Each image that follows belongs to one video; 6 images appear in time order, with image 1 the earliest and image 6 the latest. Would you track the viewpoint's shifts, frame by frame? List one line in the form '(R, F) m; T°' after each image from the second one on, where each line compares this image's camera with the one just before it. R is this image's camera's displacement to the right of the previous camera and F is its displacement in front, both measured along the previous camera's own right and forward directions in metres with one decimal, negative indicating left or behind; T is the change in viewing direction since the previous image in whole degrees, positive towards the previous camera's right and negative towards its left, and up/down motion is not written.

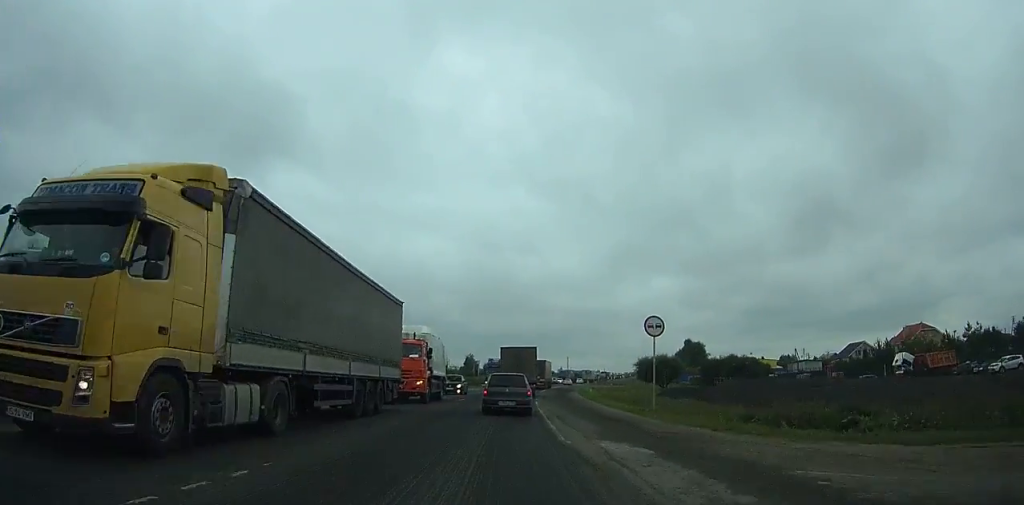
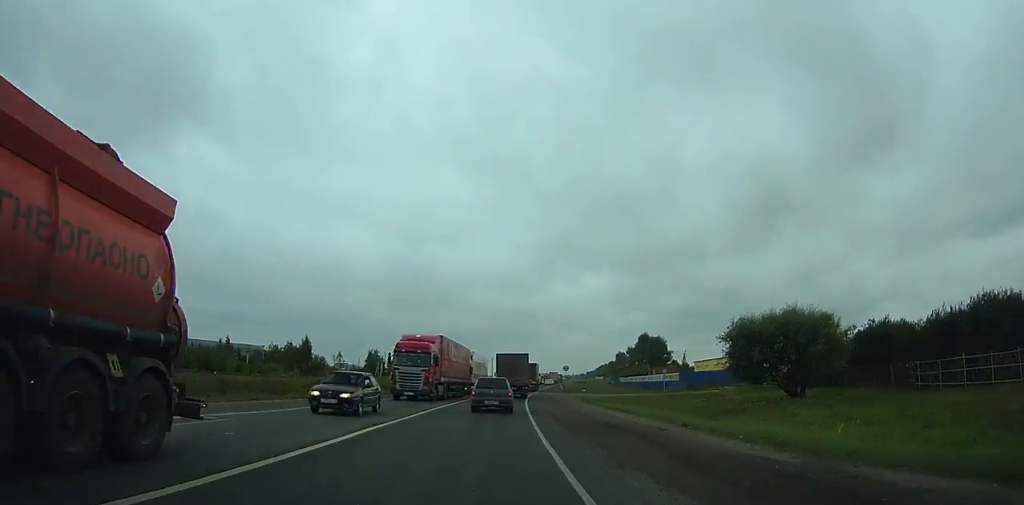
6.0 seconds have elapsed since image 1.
(+4.2, +72.5) m; +7°
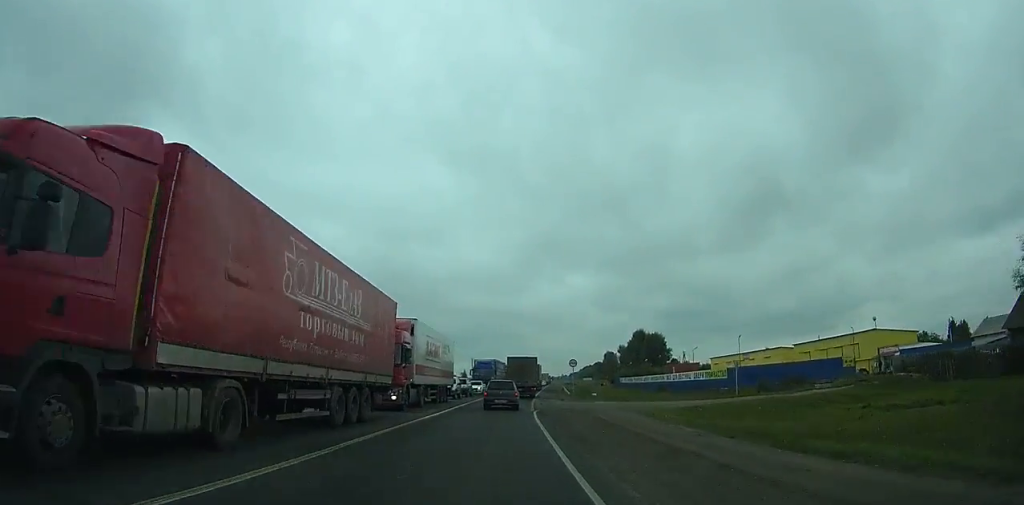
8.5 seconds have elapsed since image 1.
(+0.8, +31.8) m; +3°
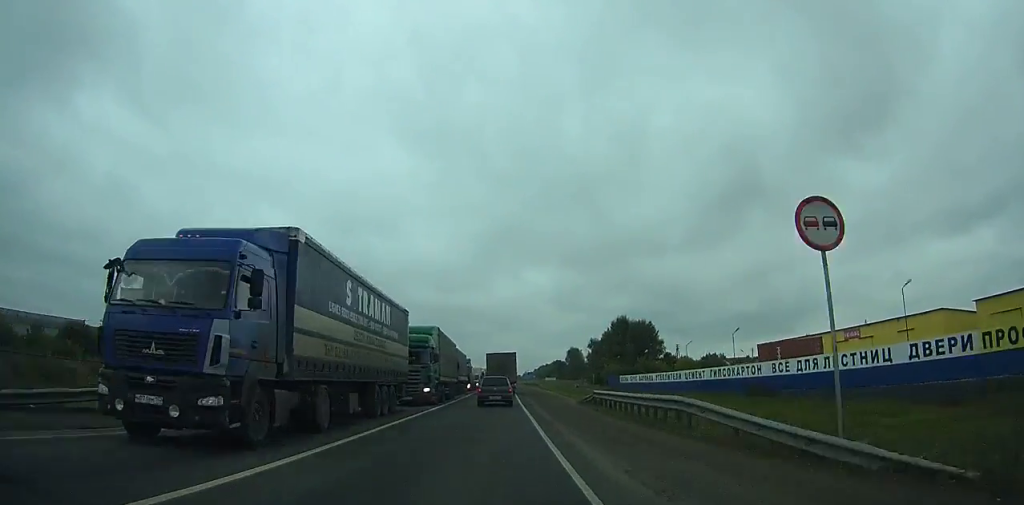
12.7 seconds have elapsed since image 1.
(+2.4, +56.8) m; +4°
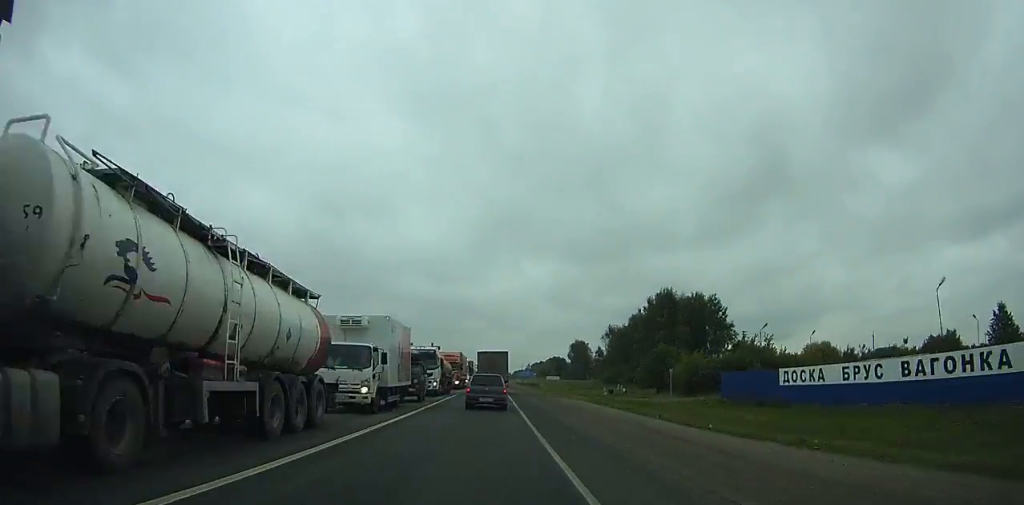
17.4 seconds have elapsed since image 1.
(+1.6, +66.9) m; +2°
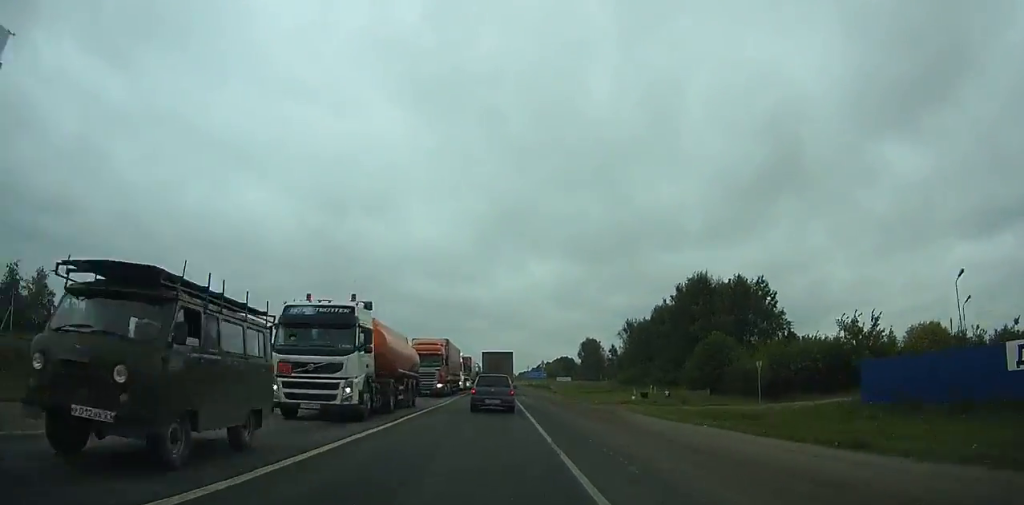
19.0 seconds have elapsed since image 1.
(0.0, +23.2) m; 0°
